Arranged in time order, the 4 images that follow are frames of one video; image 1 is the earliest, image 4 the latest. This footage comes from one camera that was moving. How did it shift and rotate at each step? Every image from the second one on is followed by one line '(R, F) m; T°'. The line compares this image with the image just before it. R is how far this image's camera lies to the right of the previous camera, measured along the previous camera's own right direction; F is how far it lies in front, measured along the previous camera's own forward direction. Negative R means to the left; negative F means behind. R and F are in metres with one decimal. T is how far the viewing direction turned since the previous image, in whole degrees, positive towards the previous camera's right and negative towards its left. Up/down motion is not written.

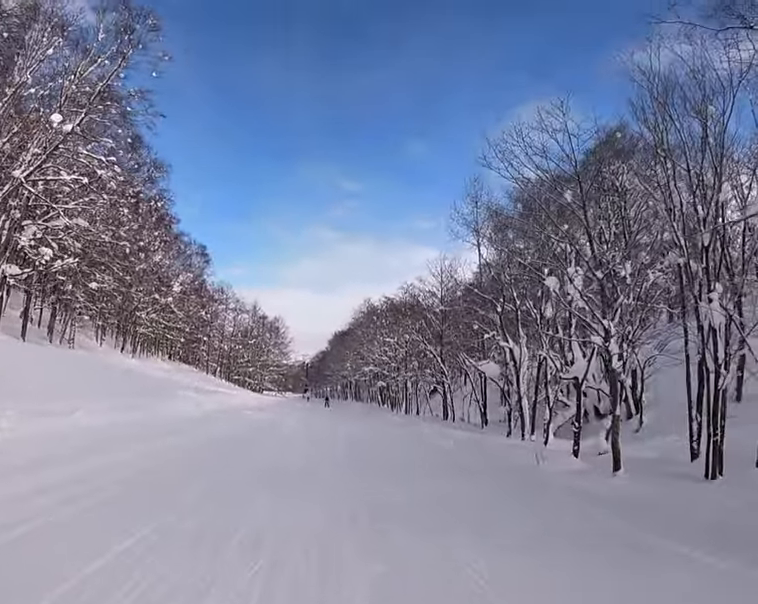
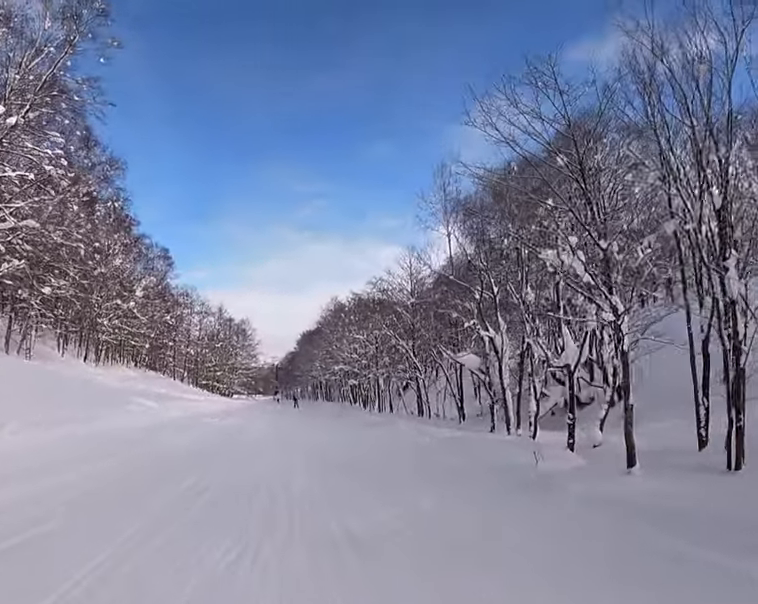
(-0.3, +1.7) m; -2°
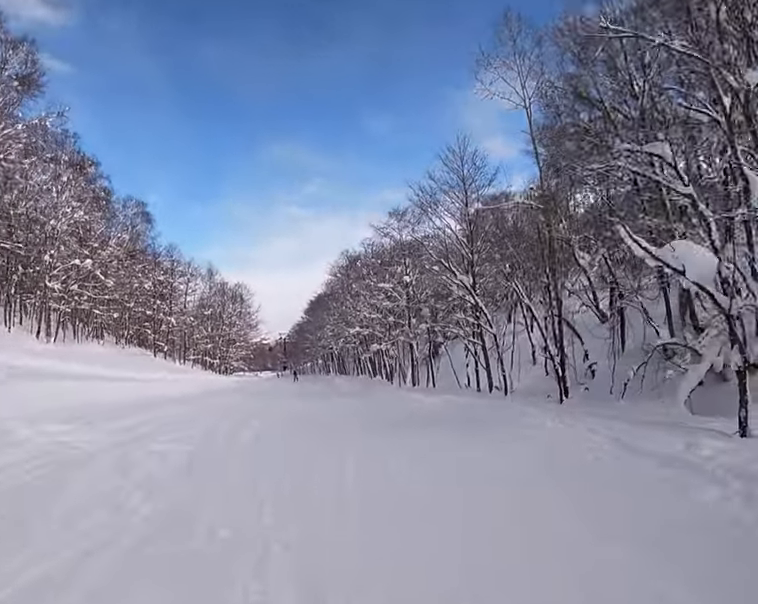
(-1.3, +13.8) m; +2°
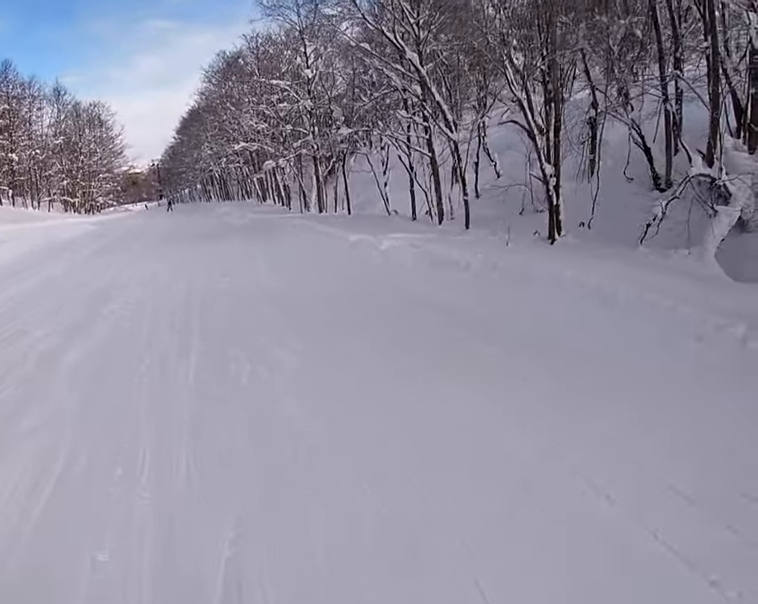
(+1.2, +7.6) m; -4°
